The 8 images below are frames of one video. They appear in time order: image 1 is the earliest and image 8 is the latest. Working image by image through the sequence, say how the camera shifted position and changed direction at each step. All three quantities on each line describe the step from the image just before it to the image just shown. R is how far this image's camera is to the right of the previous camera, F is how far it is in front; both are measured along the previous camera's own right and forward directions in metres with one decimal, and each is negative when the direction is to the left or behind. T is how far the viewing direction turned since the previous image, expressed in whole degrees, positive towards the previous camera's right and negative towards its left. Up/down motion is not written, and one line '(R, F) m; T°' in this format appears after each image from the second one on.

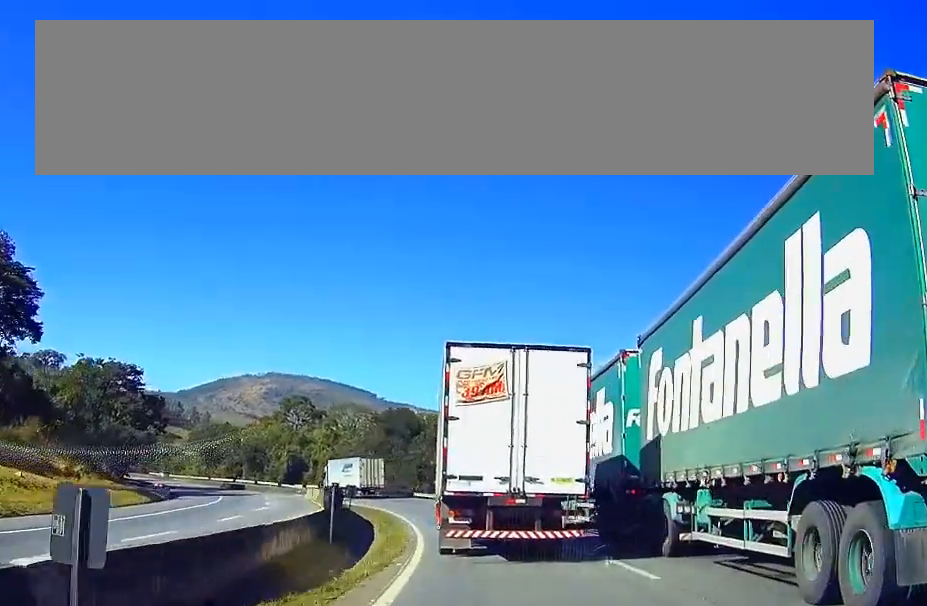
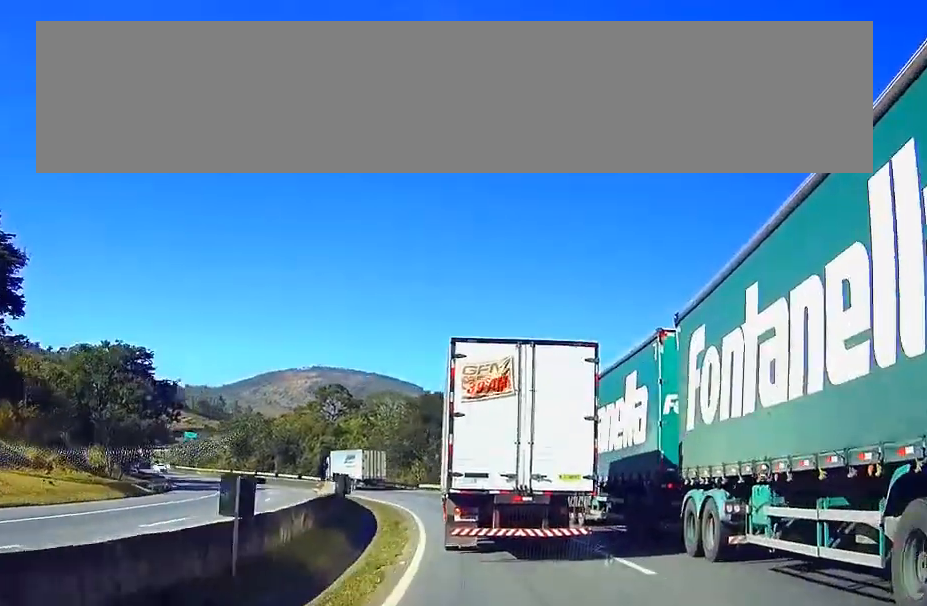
(-0.3, +11.2) m; -3°
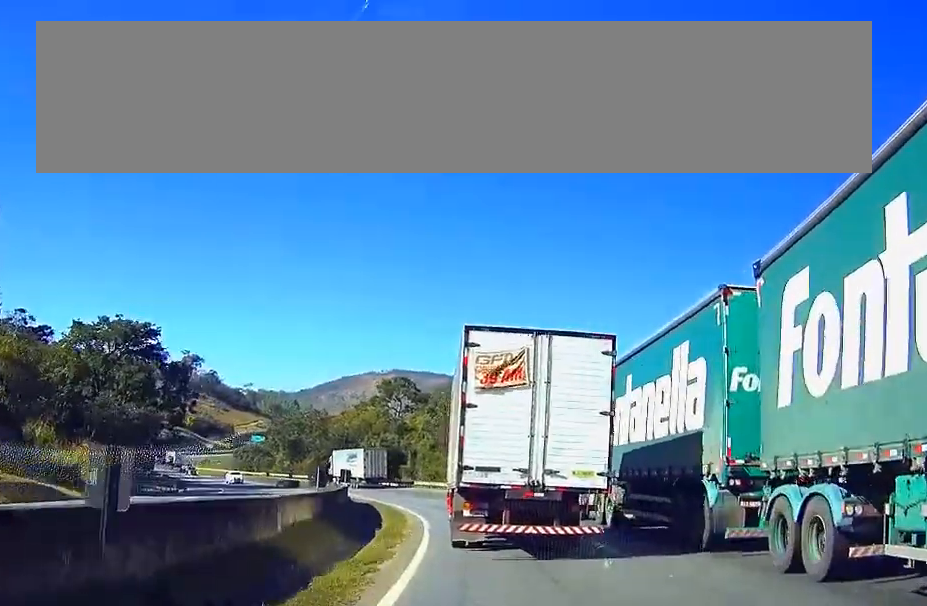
(-1.1, +20.0) m; -4°
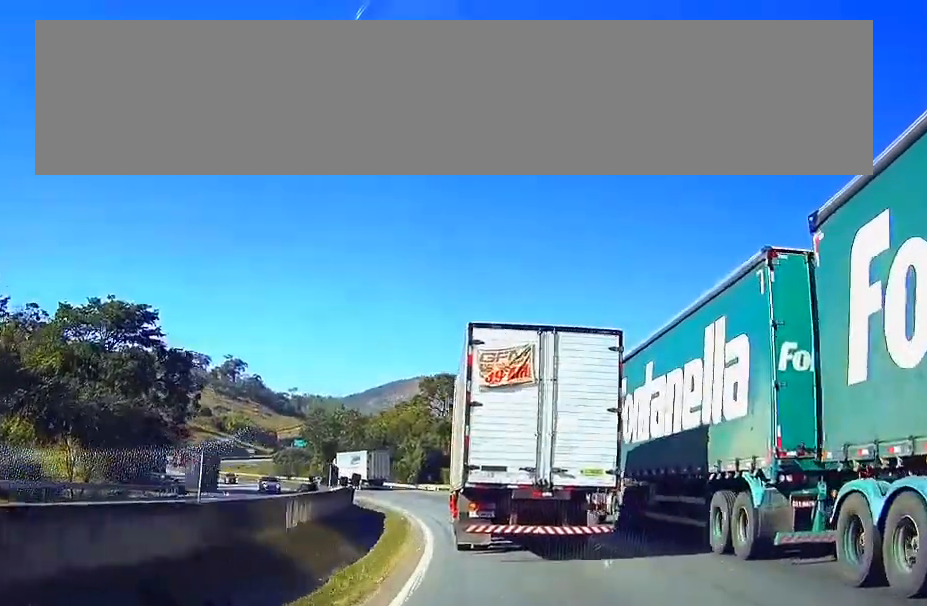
(+0.2, +12.3) m; -2°
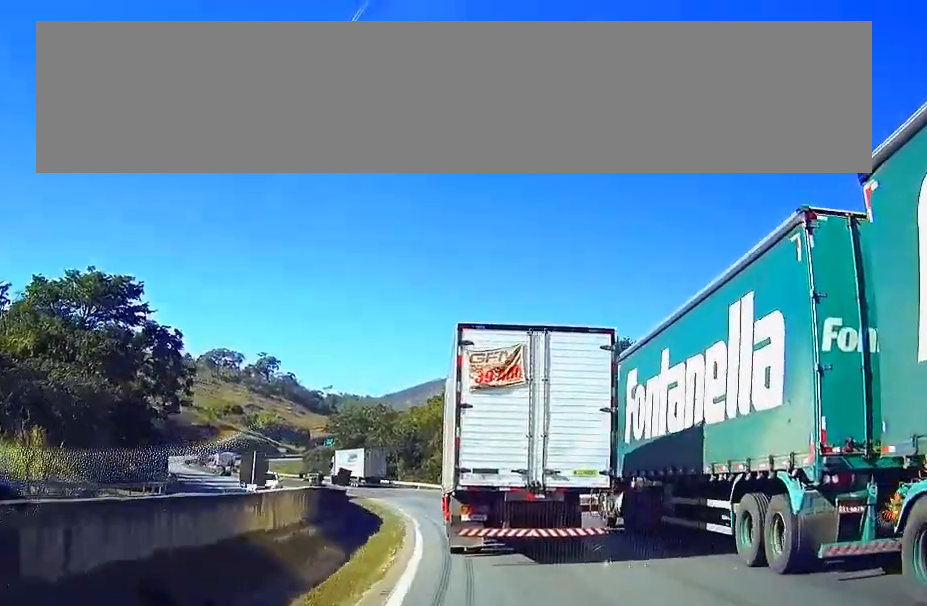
(-0.4, +11.0) m; -3°
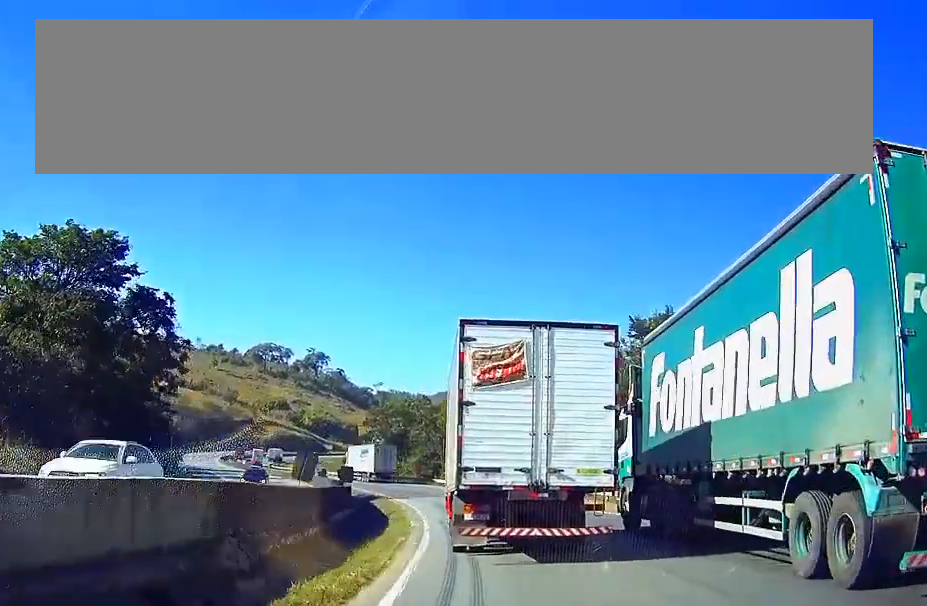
(-0.2, +11.7) m; -3°
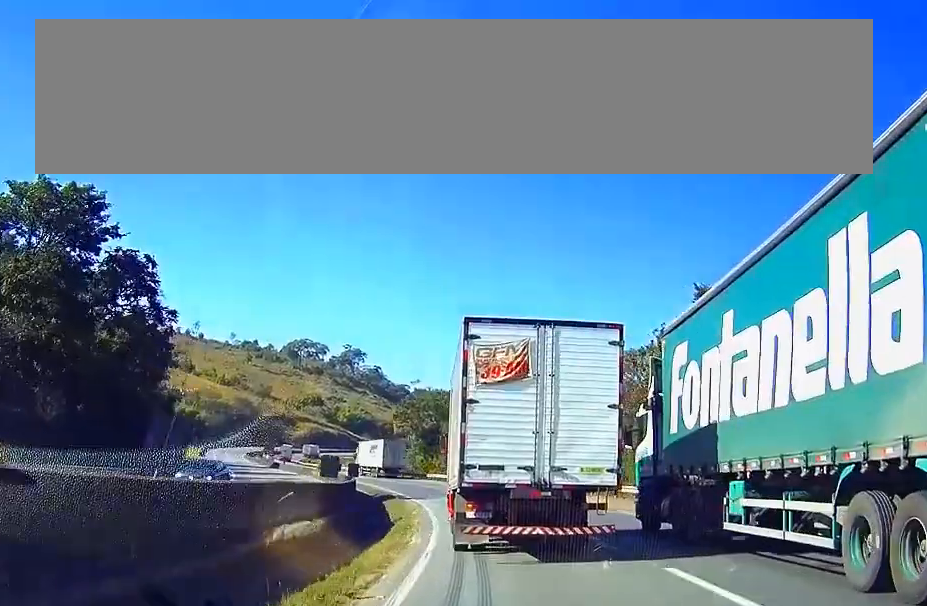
(-0.4, +9.0) m; -2°
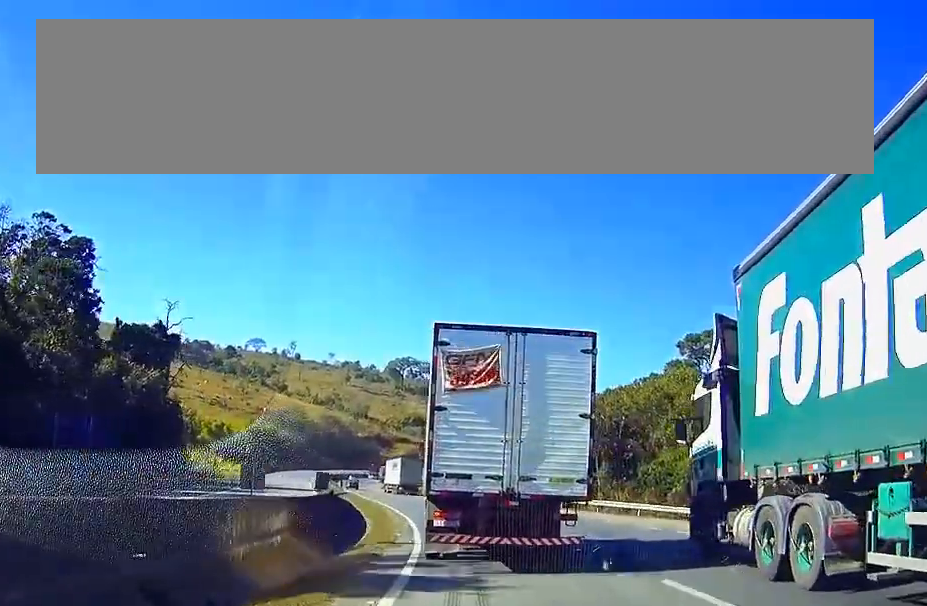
(-2.5, +34.3) m; -9°
